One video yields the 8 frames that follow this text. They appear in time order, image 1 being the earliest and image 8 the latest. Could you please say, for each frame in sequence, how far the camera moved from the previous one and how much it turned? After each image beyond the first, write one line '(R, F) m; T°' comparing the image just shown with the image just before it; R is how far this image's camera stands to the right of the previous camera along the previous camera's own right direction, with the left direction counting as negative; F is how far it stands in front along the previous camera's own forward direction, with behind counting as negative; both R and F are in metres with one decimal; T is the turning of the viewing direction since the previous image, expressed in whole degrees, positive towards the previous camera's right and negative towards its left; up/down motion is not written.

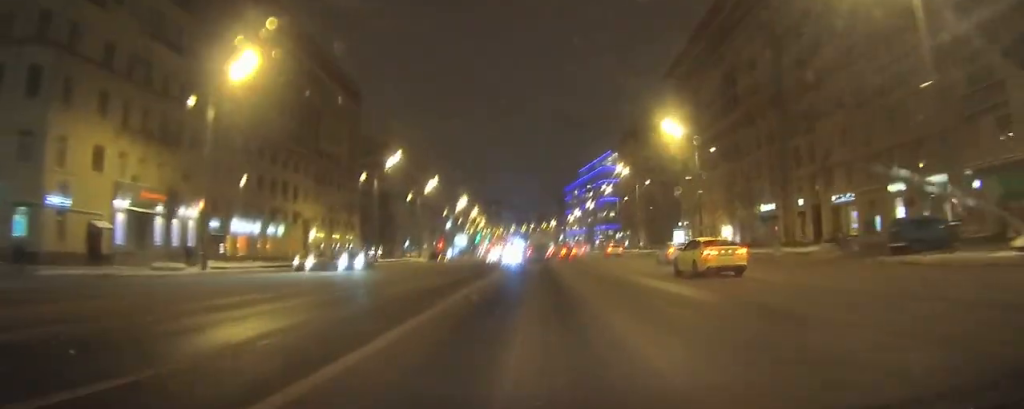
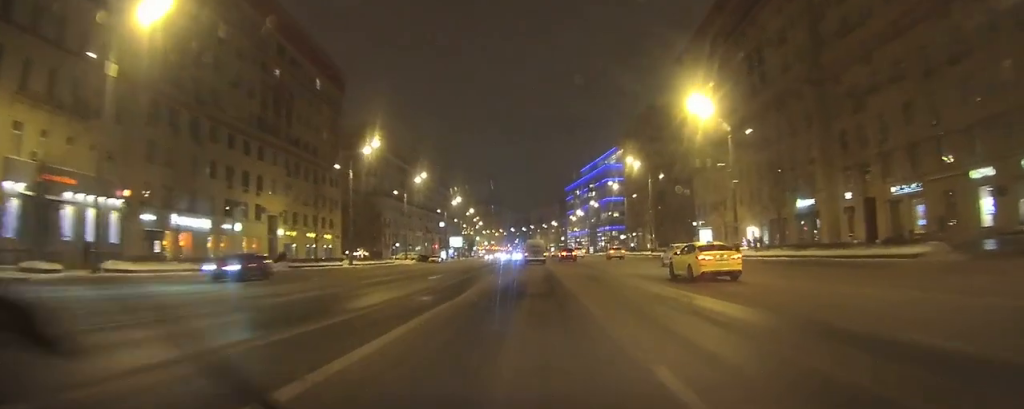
(0.0, +9.4) m; 0°
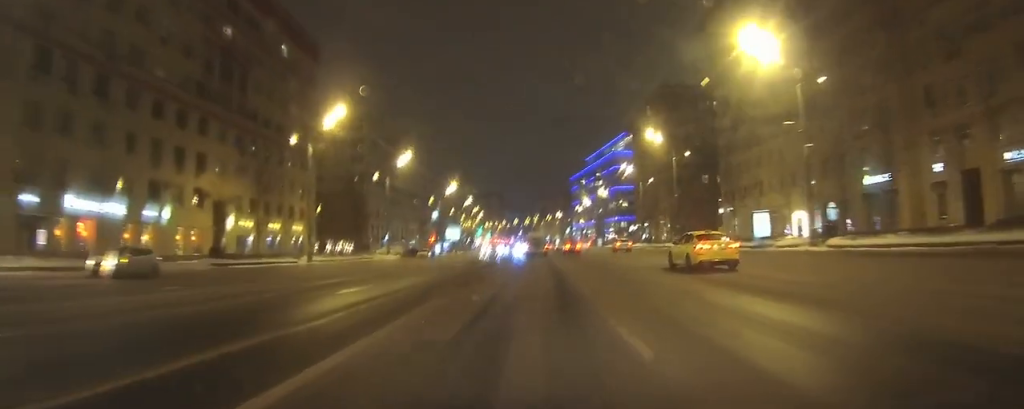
(0.0, +12.9) m; 0°
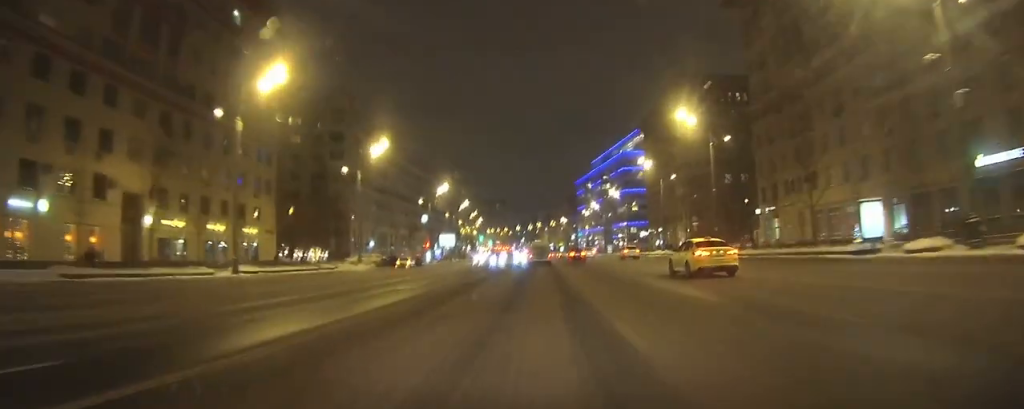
(0.0, +15.2) m; 0°
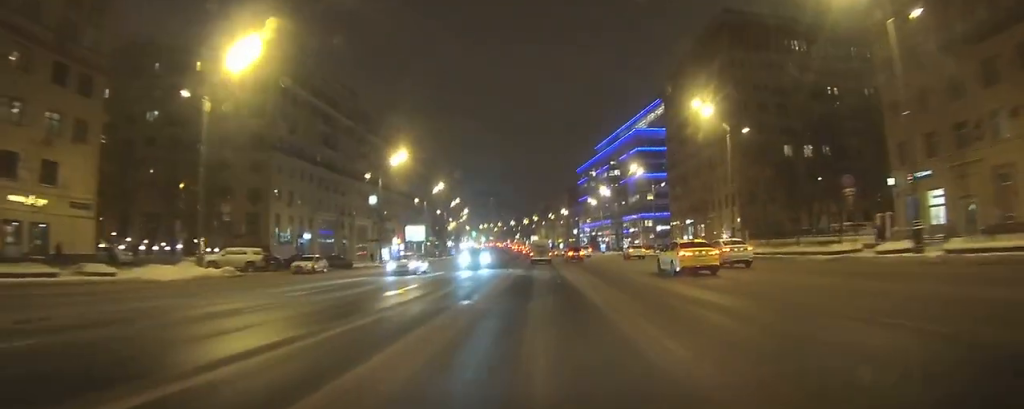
(+0.1, +37.3) m; 0°
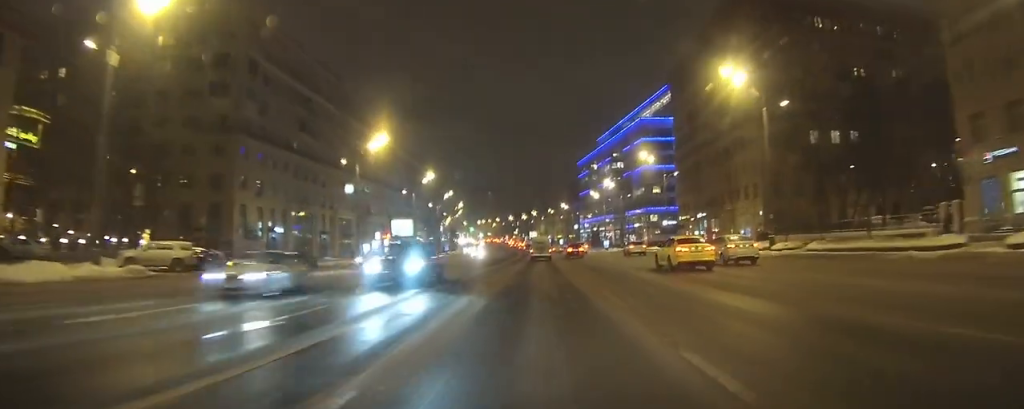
(0.0, +11.4) m; 0°
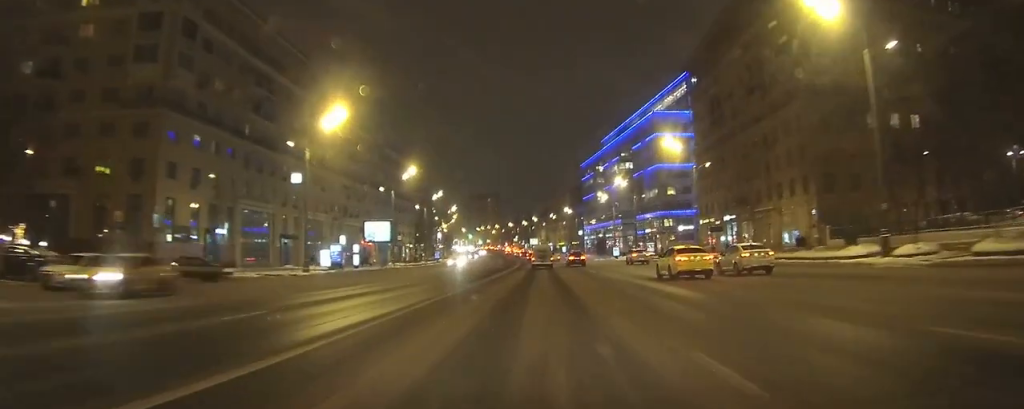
(0.0, +18.0) m; 0°
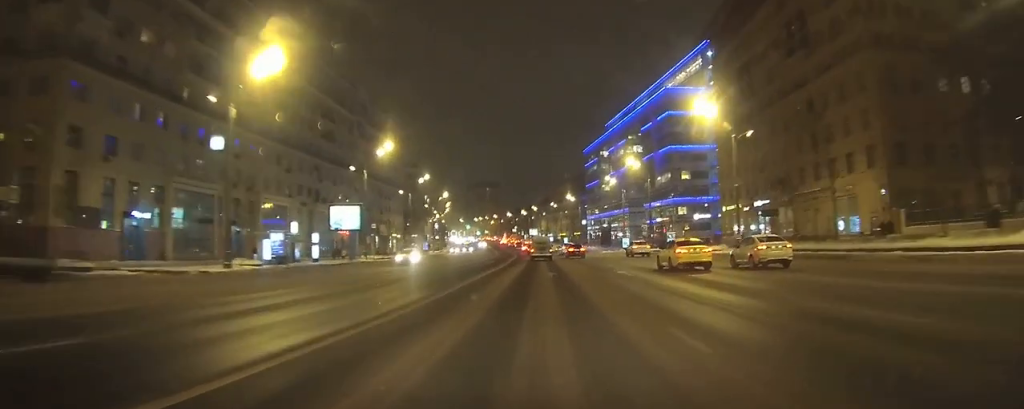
(0.0, +14.5) m; 0°
